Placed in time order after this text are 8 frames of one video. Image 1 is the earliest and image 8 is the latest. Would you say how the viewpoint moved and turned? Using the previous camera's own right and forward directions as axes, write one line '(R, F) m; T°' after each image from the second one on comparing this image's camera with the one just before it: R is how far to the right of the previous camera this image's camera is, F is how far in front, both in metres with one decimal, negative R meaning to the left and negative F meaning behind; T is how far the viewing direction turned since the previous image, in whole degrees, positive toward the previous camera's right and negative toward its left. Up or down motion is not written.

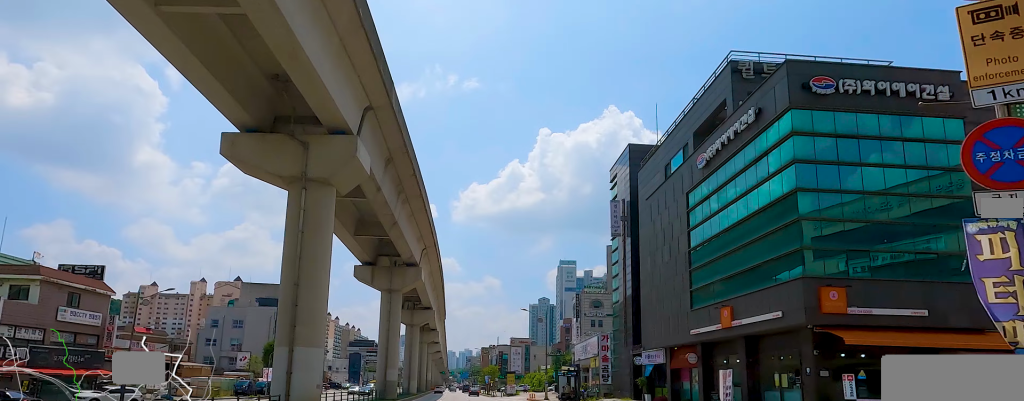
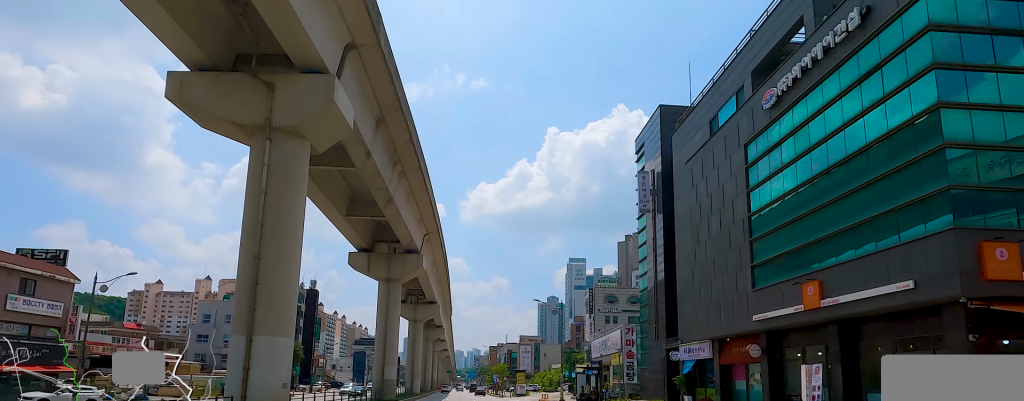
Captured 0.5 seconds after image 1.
(-0.3, +6.1) m; -2°
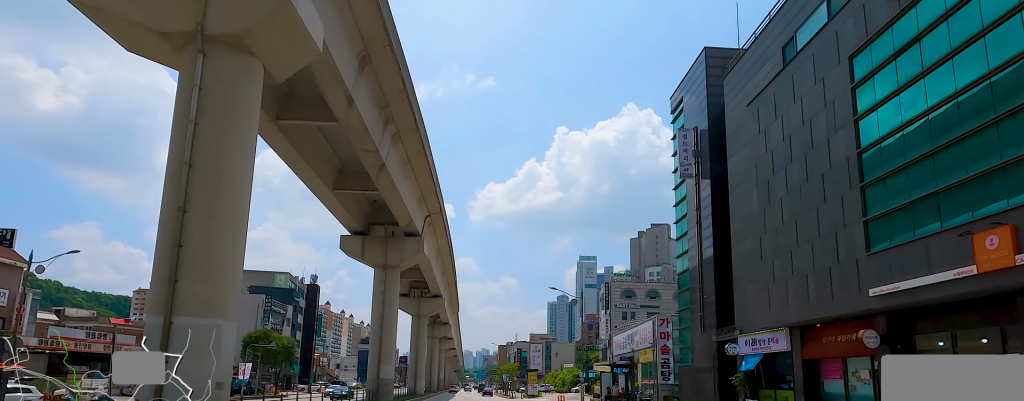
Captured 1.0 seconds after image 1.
(+0.2, +6.6) m; 0°
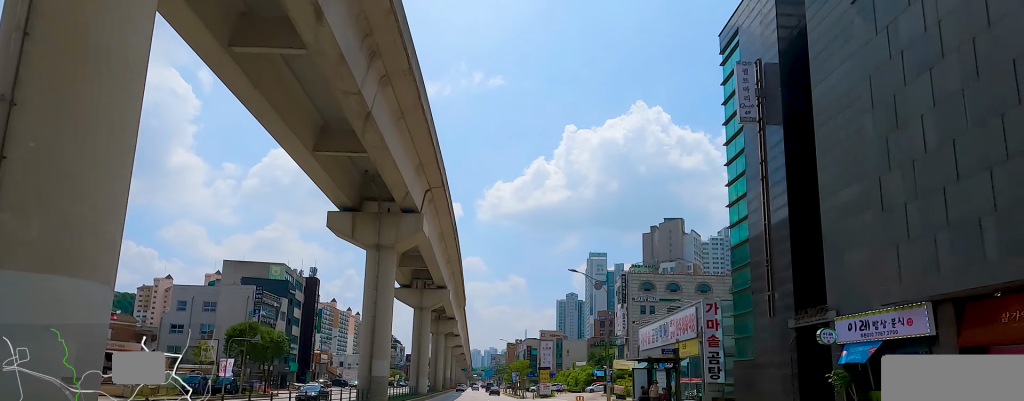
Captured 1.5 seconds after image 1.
(+0.1, +6.7) m; 0°
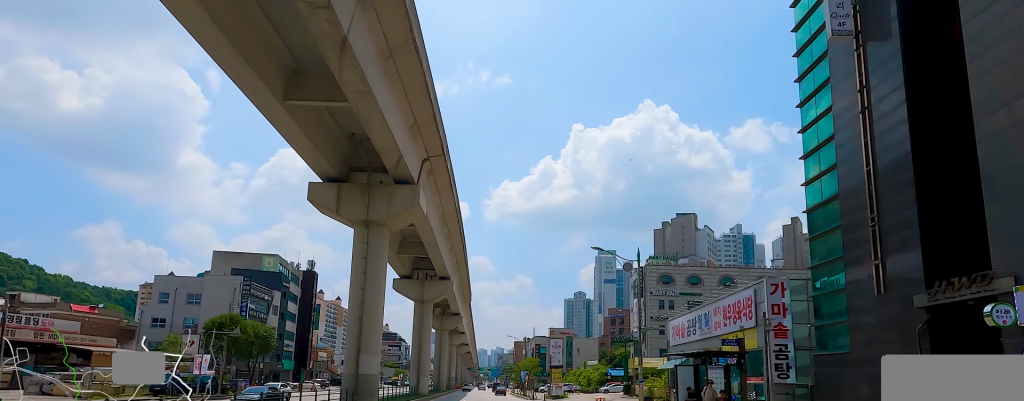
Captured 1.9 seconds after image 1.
(-0.2, +6.4) m; -1°
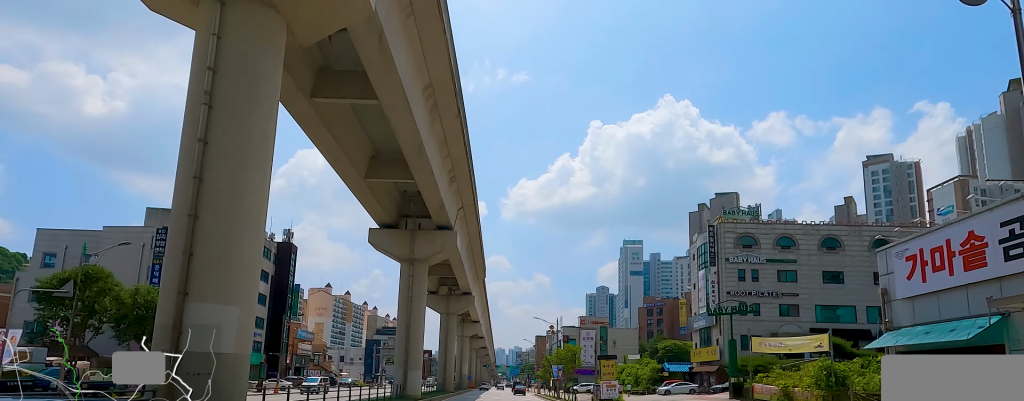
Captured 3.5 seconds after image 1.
(-0.4, +22.1) m; 0°
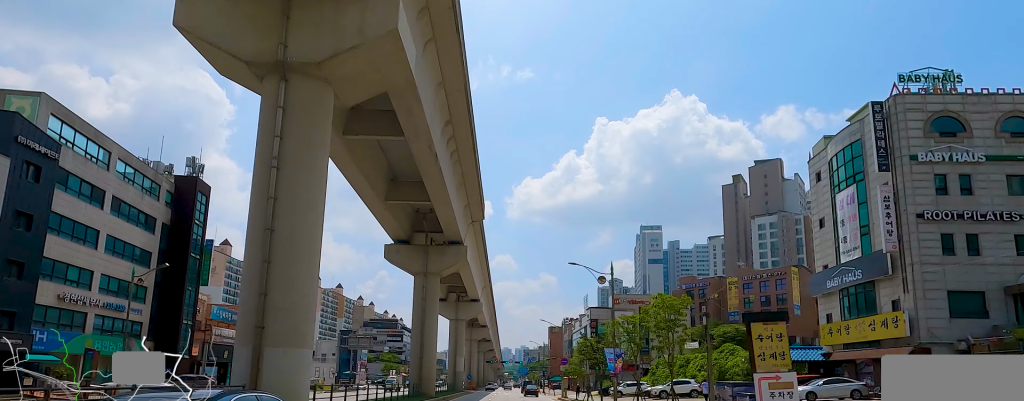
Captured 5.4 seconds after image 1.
(+1.2, +27.9) m; +2°
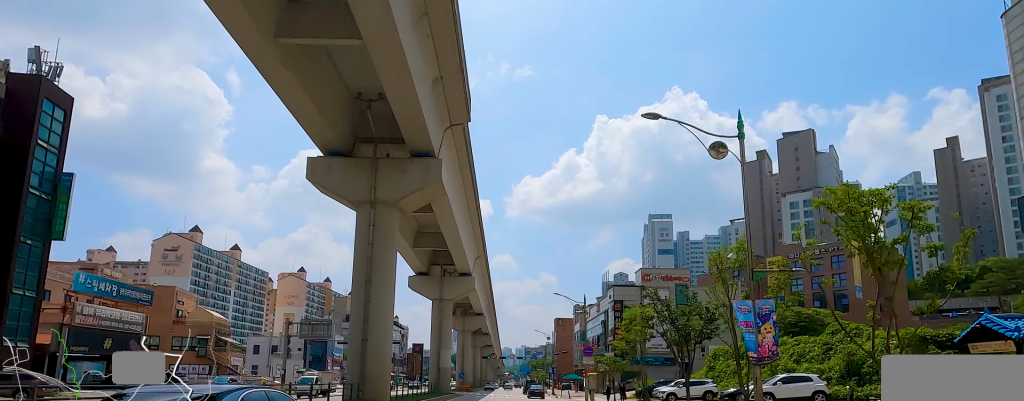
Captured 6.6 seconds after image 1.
(-1.1, +18.3) m; -3°
